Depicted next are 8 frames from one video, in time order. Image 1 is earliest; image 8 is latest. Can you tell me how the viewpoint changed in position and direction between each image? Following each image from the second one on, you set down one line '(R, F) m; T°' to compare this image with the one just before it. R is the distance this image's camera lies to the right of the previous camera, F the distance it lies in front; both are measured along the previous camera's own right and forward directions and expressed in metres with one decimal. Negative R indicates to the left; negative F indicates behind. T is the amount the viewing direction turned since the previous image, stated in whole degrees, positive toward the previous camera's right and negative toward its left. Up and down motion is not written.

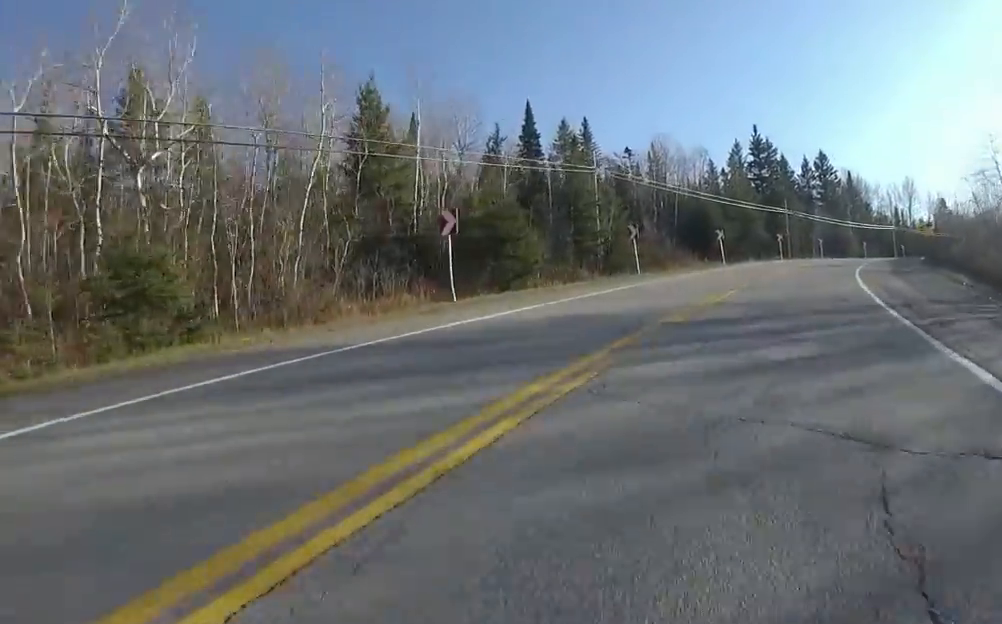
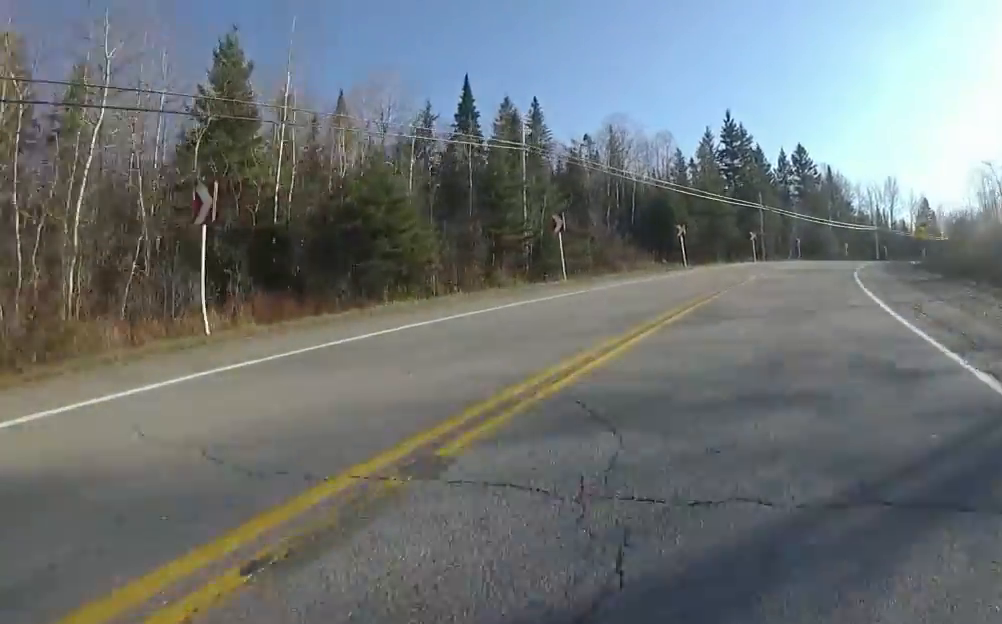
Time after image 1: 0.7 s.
(0.0, +7.9) m; +3°
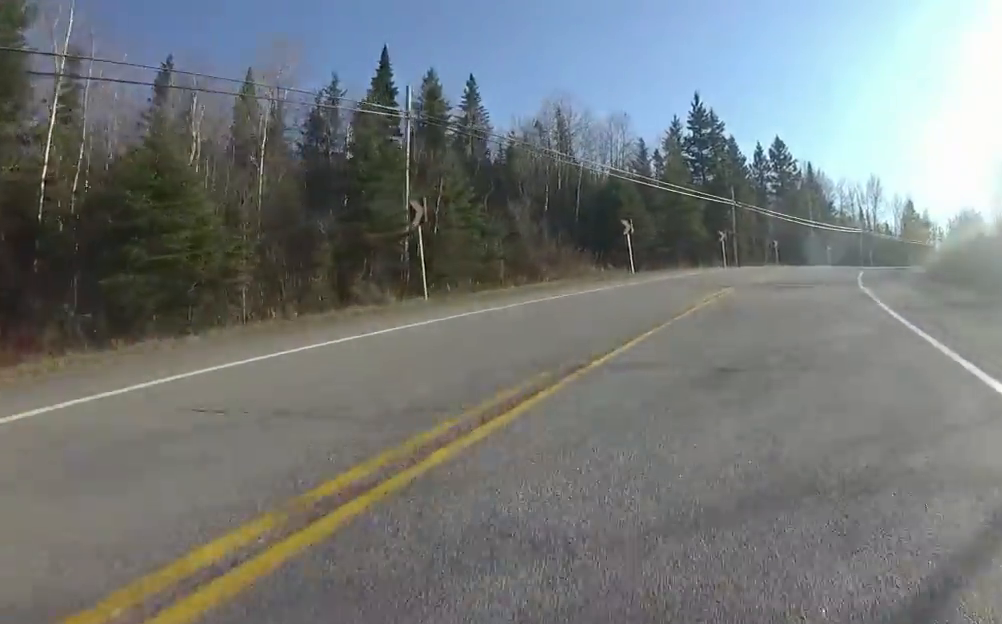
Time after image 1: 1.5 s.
(+0.4, +8.3) m; +4°
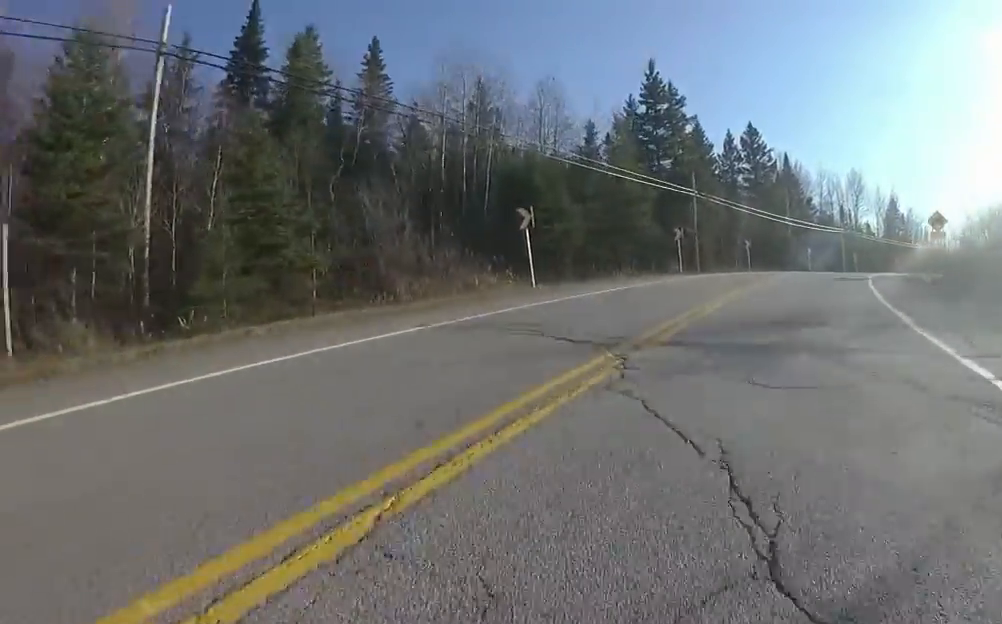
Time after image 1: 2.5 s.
(+0.3, +9.5) m; +2°
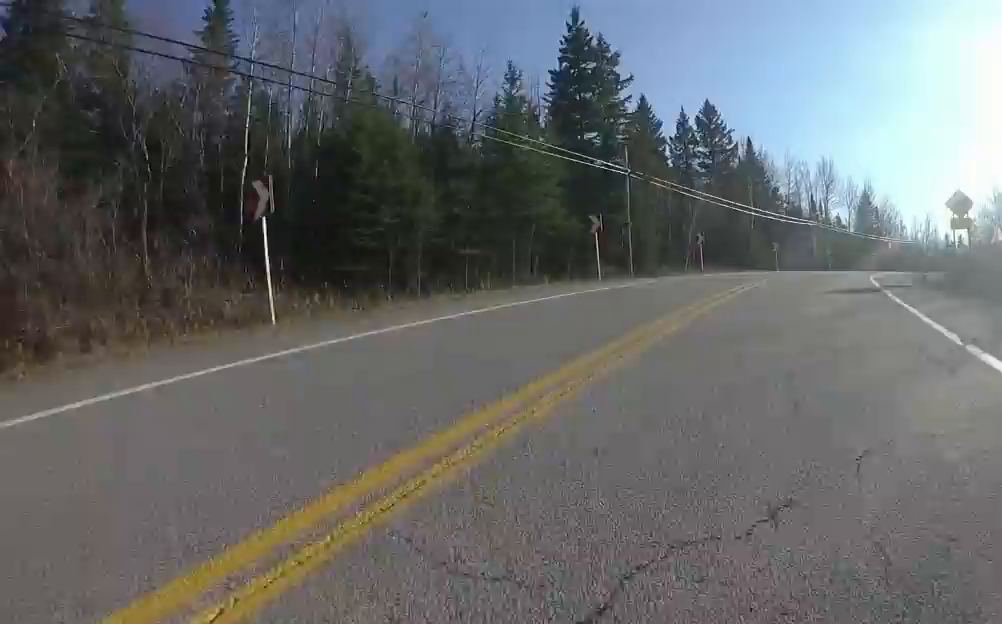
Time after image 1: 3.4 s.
(+0.1, +10.1) m; +3°
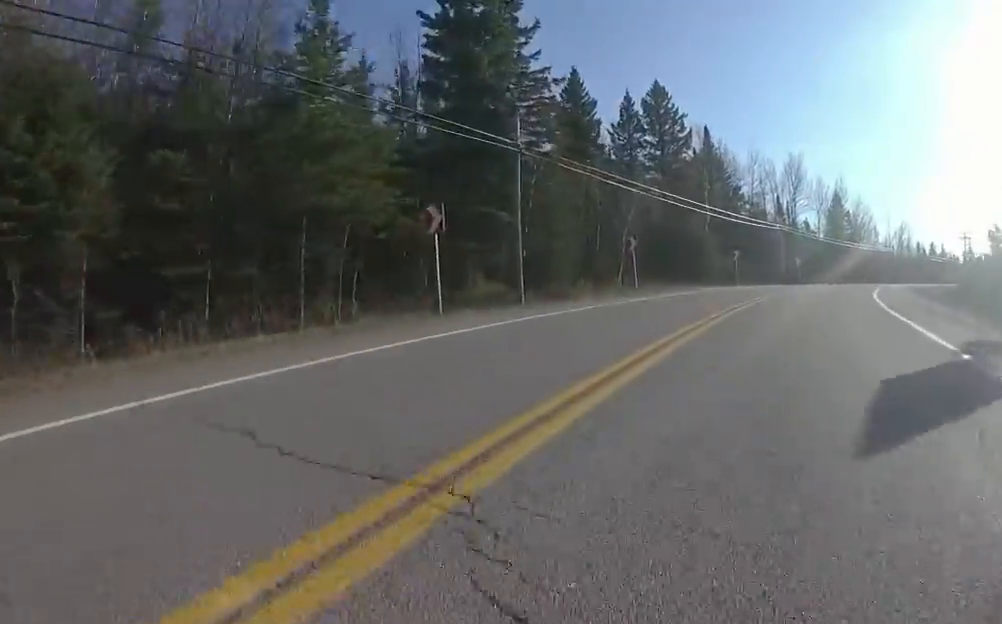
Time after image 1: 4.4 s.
(+0.4, +9.8) m; +5°
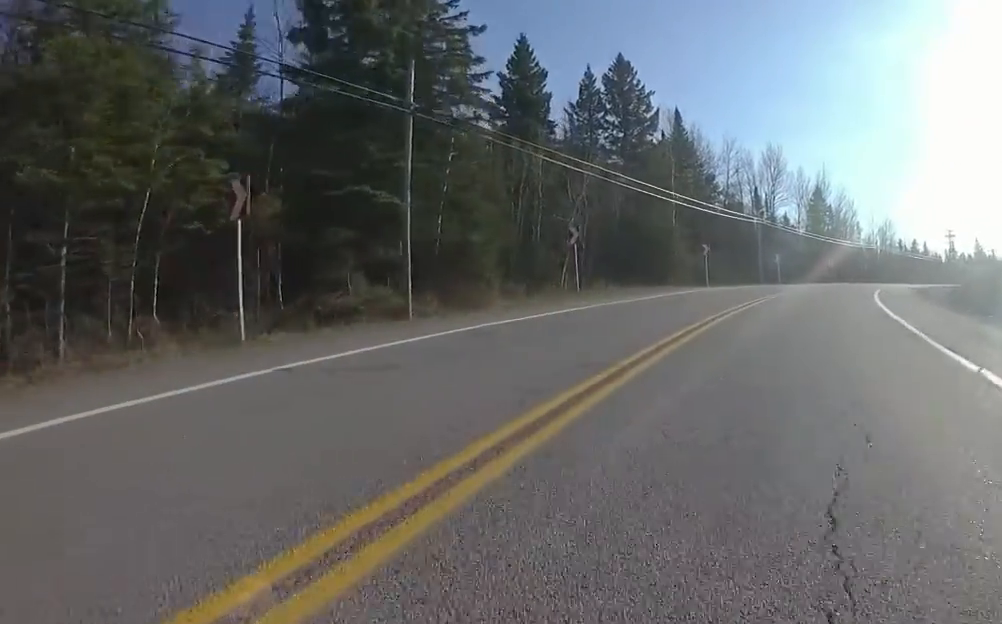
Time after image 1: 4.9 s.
(+0.3, +5.5) m; +3°
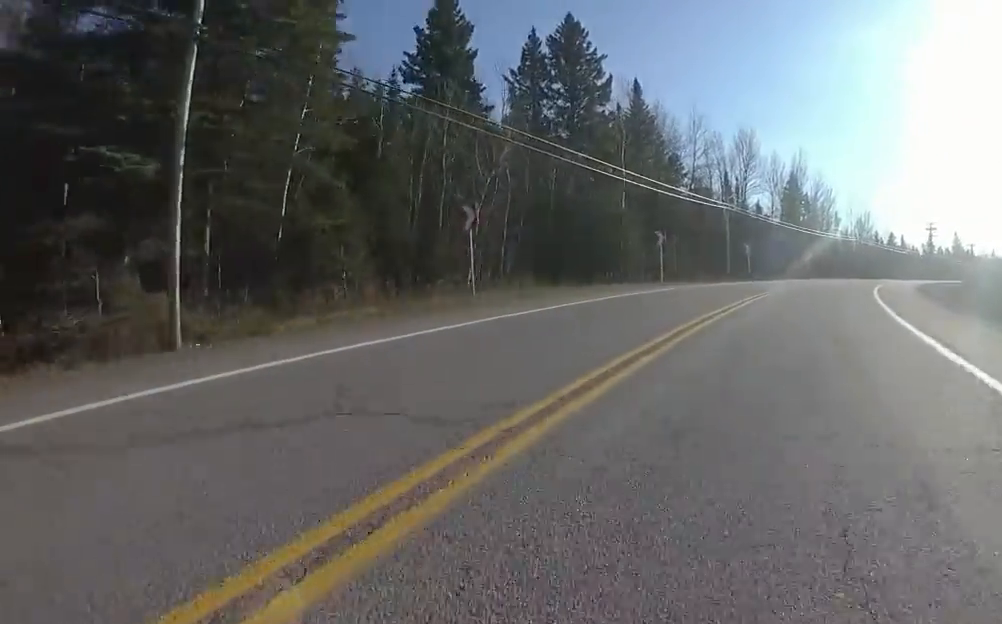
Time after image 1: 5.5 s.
(+0.1, +6.1) m; +1°
